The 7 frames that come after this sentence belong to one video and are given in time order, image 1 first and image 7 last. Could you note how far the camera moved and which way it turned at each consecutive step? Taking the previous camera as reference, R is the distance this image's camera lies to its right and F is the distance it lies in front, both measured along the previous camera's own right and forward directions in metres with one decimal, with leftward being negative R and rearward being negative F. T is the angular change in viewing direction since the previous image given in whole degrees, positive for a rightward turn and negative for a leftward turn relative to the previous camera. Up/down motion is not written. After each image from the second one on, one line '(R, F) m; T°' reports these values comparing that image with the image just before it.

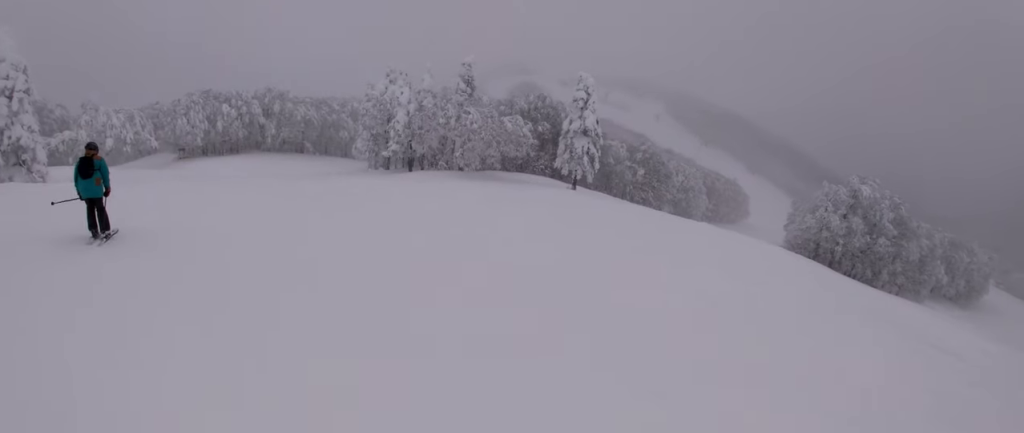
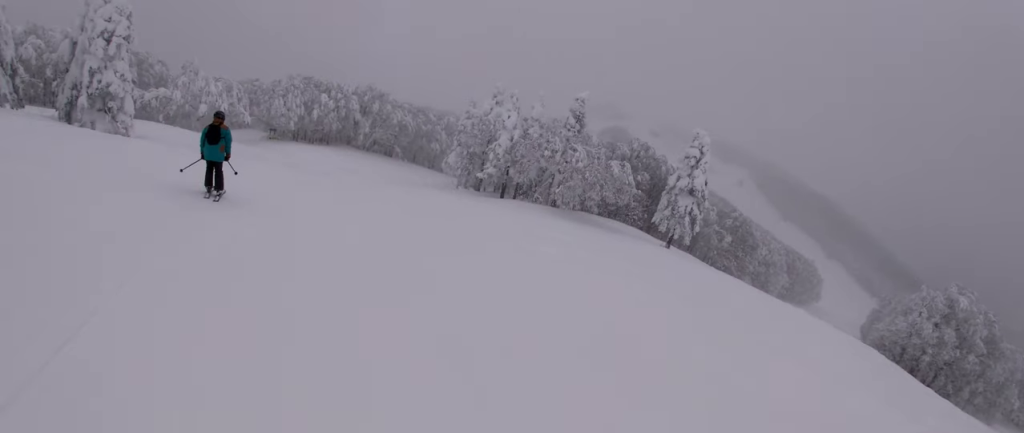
(+0.9, +3.8) m; +1°
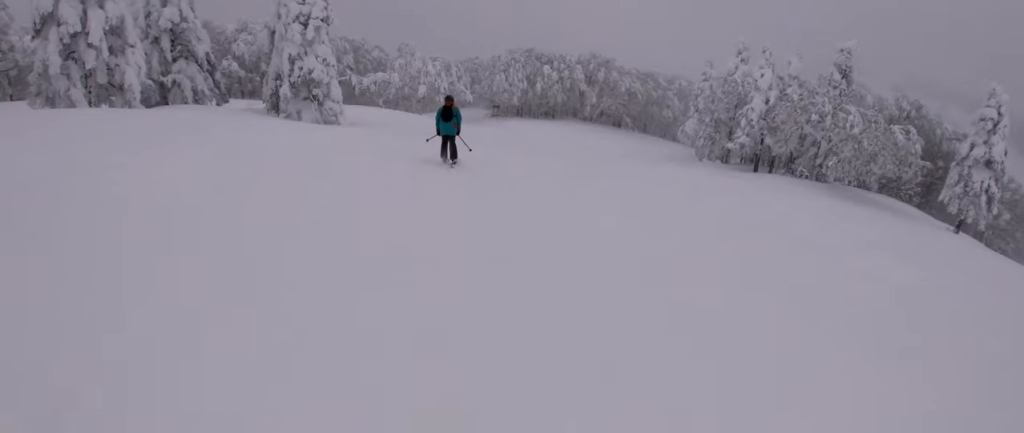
(-1.0, +5.8) m; -7°
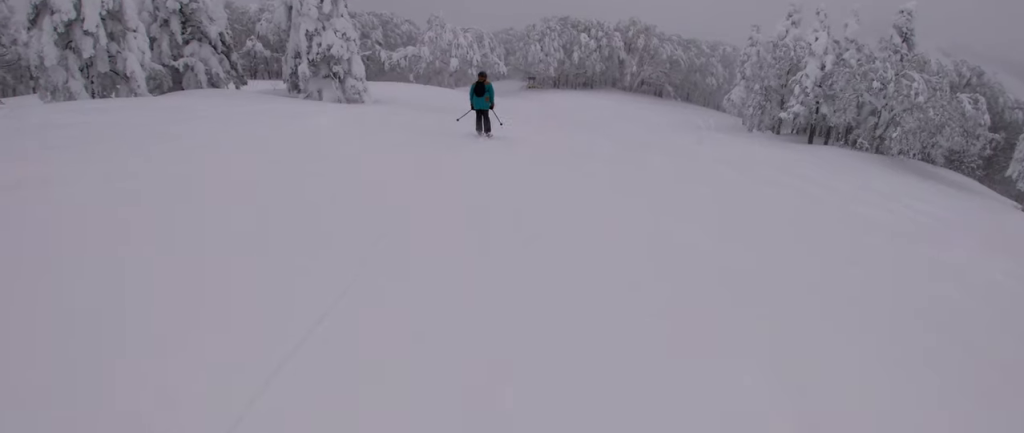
(+0.3, +2.1) m; -1°
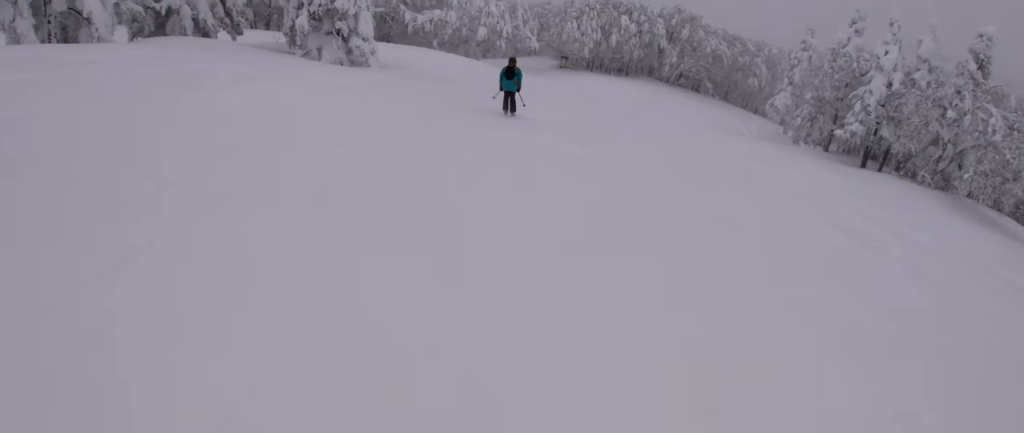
(-0.4, +4.4) m; +6°
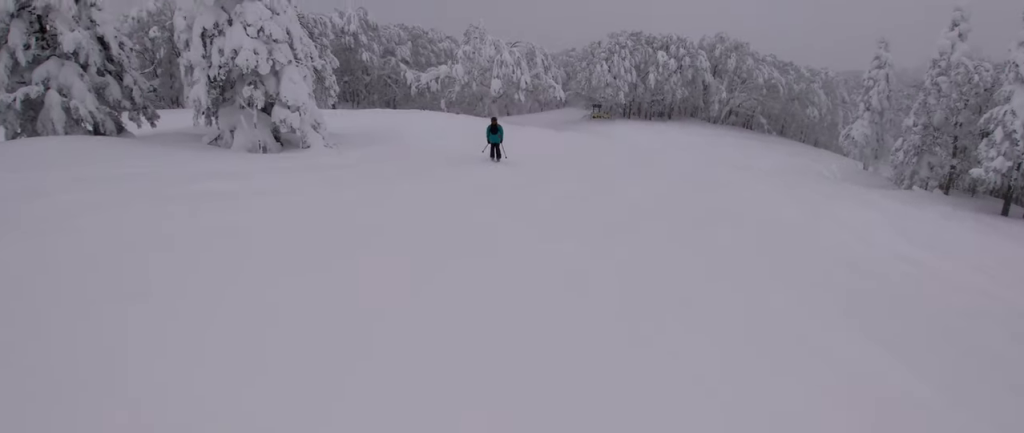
(-0.3, +11.2) m; -22°
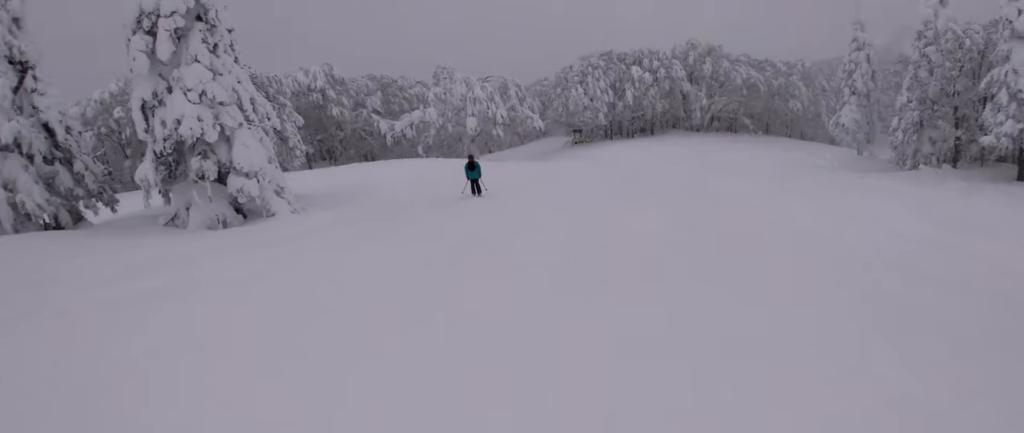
(-0.3, +2.1) m; 0°
